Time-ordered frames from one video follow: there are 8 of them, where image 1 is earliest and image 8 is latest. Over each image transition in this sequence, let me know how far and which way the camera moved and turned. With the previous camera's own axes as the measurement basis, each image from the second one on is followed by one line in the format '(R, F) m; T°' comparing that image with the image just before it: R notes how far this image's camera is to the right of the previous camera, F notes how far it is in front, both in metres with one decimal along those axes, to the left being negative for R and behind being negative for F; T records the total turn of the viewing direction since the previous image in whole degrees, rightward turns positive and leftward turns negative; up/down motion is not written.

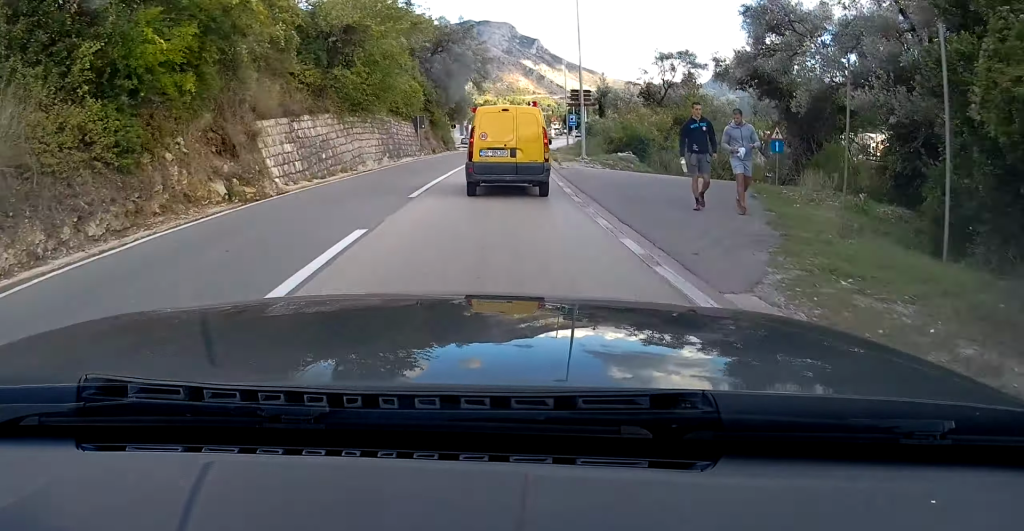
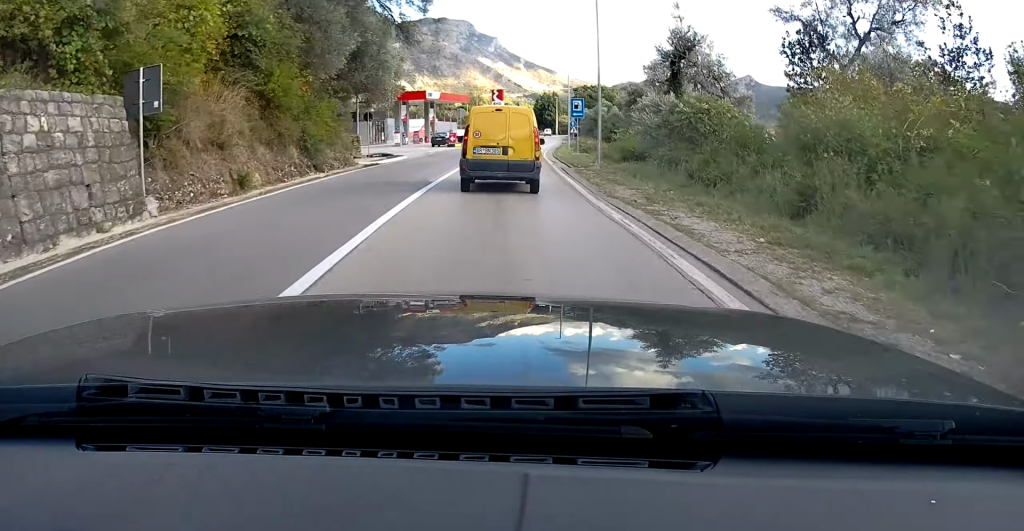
(+1.3, +32.7) m; +4°
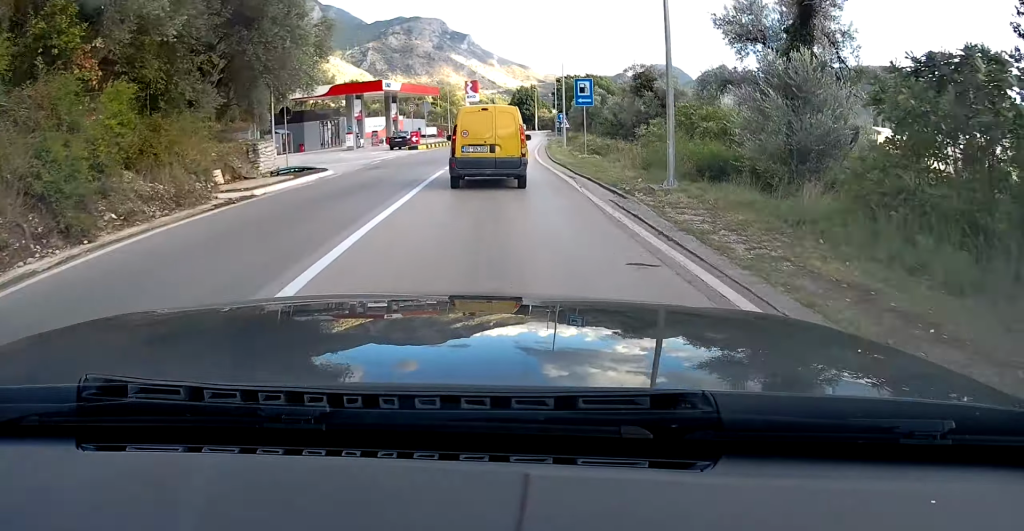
(+0.2, +13.4) m; +2°
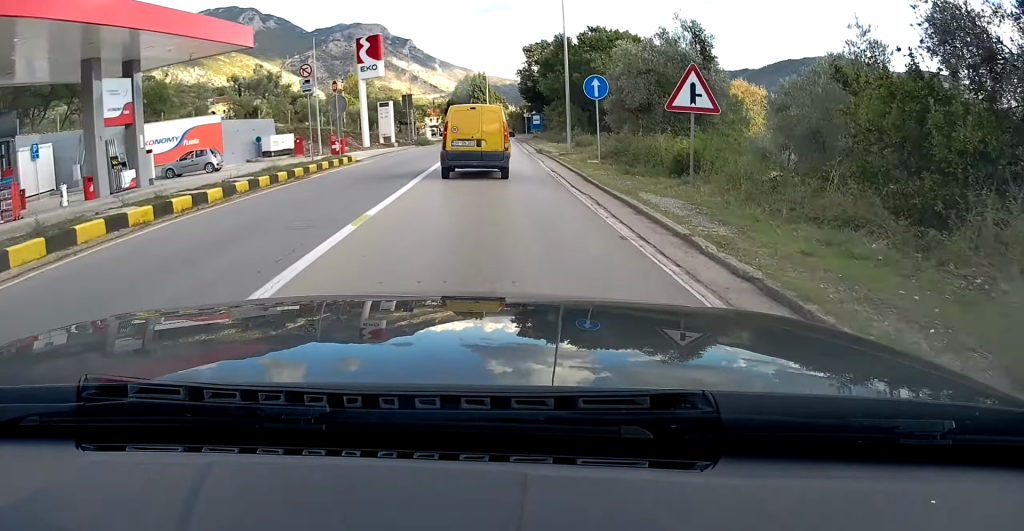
(+2.3, +47.2) m; +5°
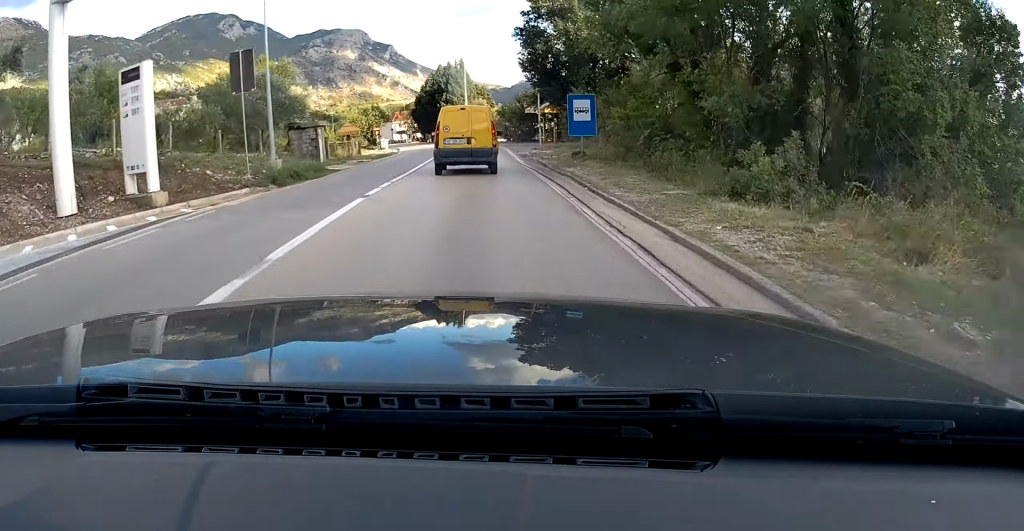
(+0.4, +33.8) m; 0°
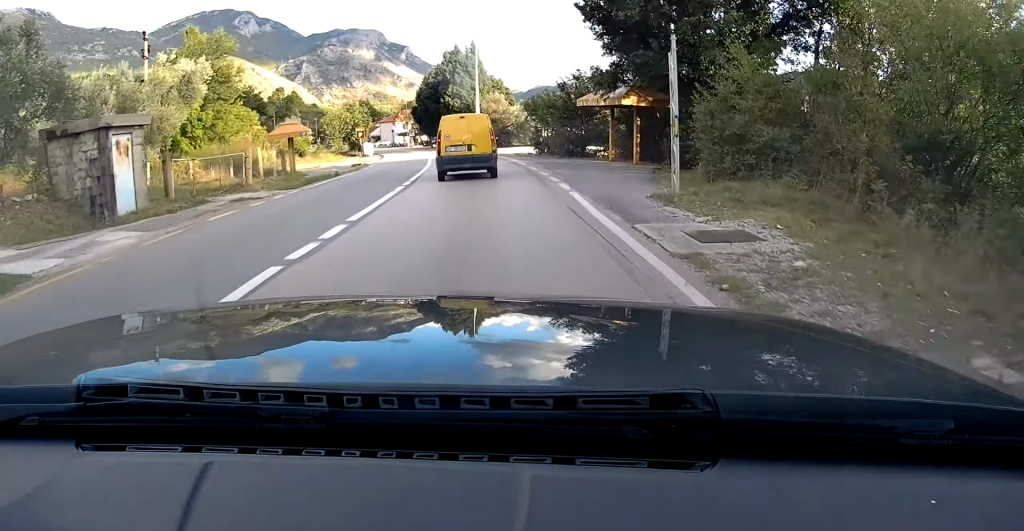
(-0.4, +21.1) m; -2°
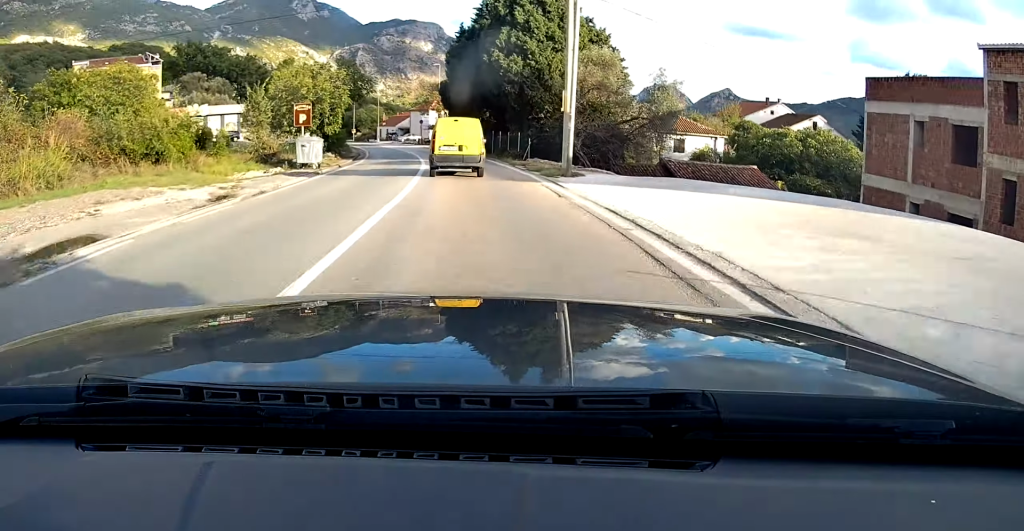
(-1.0, +37.6) m; -5°
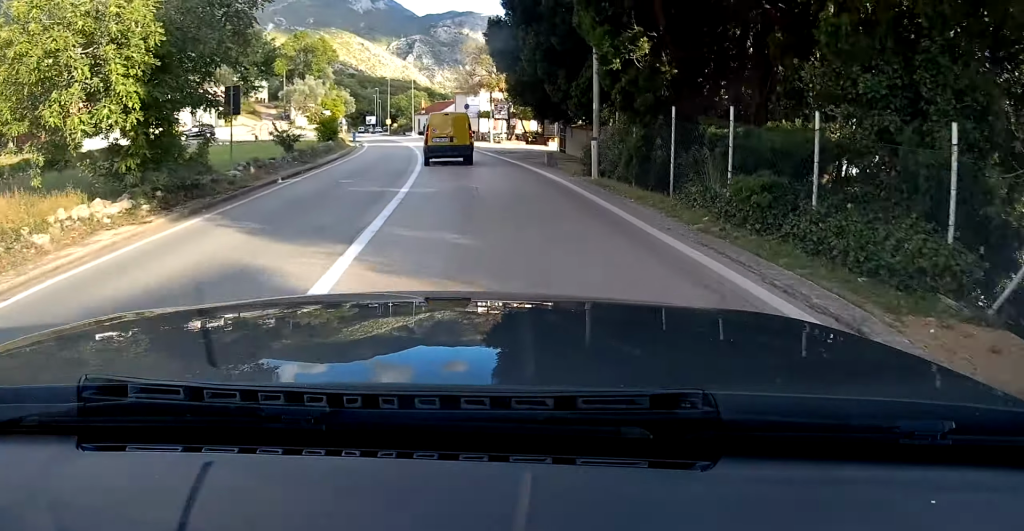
(-1.3, +28.7) m; -4°
